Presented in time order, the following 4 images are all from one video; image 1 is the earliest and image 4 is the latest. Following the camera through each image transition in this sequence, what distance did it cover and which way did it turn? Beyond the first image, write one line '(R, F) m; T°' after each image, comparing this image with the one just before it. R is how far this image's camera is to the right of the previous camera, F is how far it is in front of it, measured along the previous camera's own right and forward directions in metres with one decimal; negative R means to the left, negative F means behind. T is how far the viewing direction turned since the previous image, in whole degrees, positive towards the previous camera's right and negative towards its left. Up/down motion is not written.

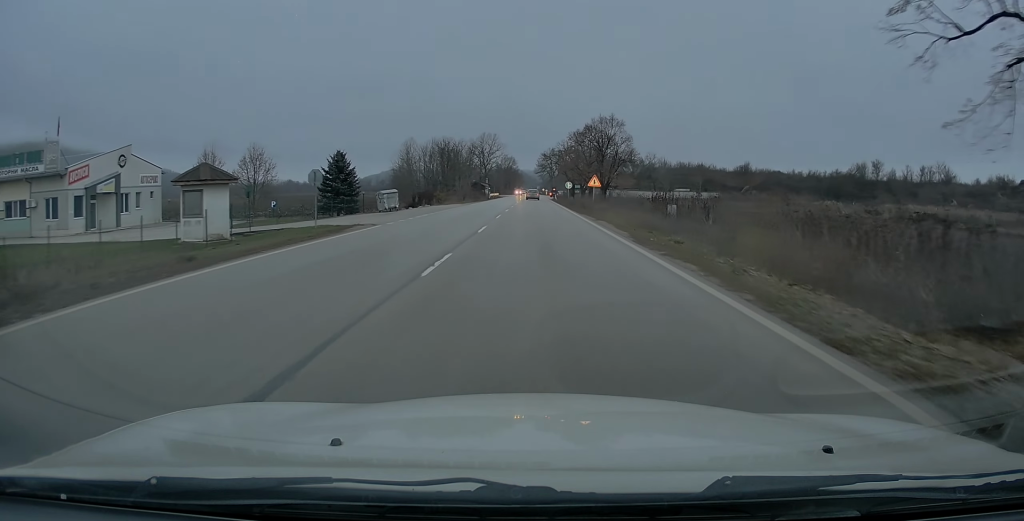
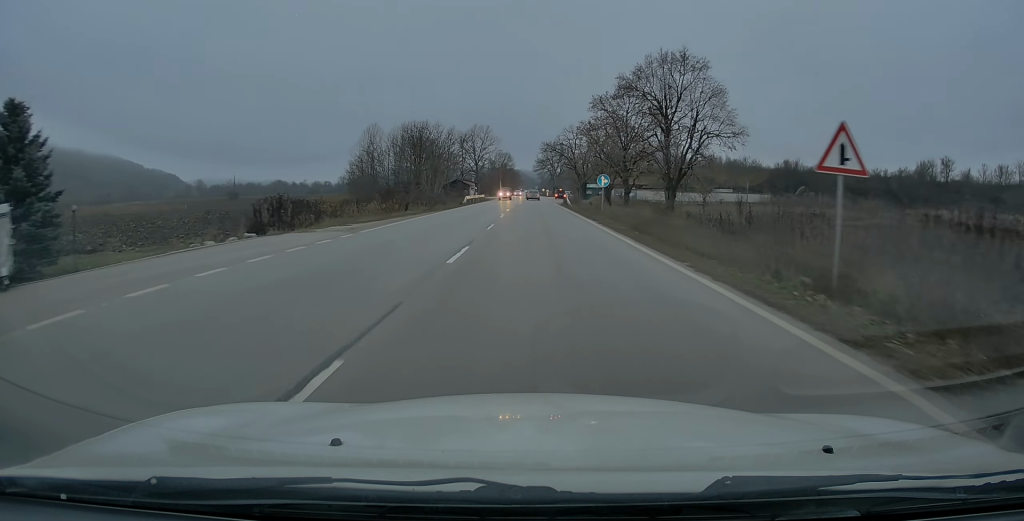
(+0.1, +34.6) m; +1°
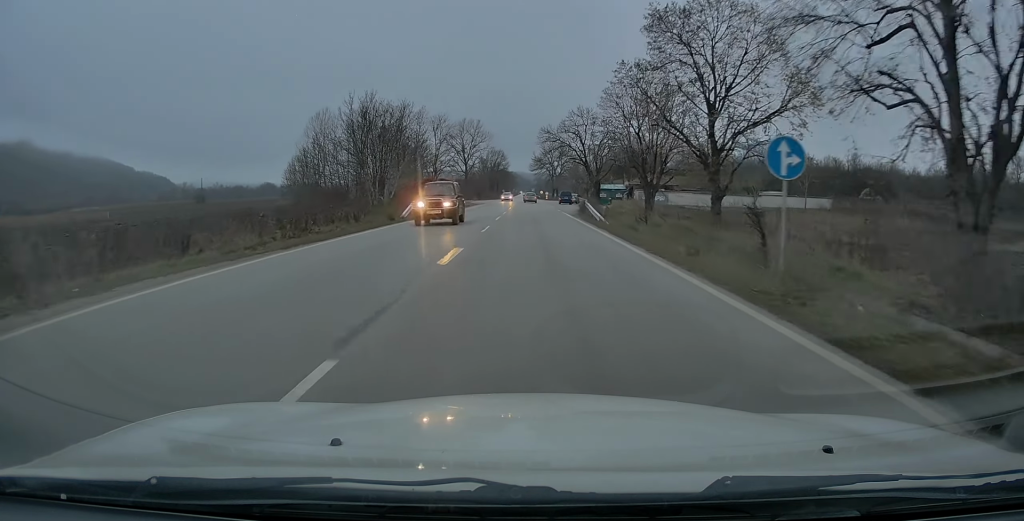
(-0.2, +26.9) m; -1°
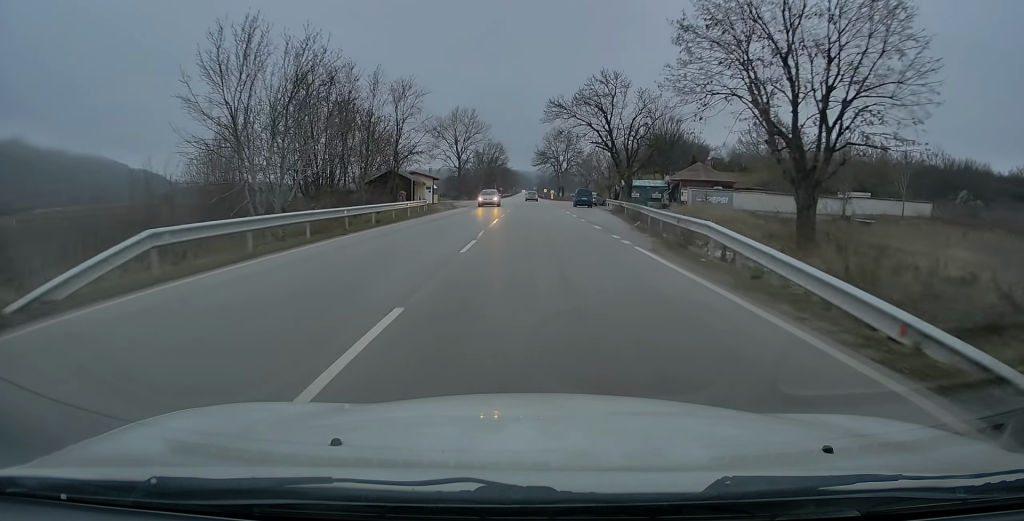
(+0.1, +25.1) m; 0°
